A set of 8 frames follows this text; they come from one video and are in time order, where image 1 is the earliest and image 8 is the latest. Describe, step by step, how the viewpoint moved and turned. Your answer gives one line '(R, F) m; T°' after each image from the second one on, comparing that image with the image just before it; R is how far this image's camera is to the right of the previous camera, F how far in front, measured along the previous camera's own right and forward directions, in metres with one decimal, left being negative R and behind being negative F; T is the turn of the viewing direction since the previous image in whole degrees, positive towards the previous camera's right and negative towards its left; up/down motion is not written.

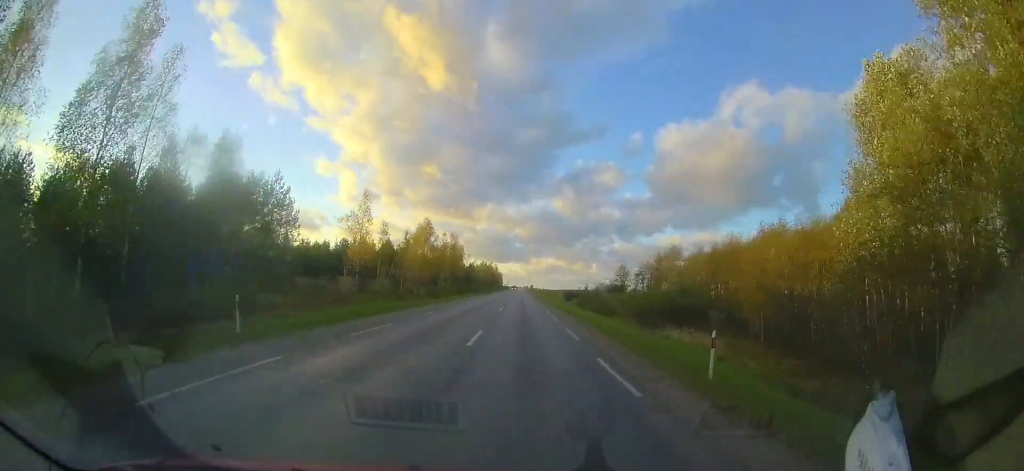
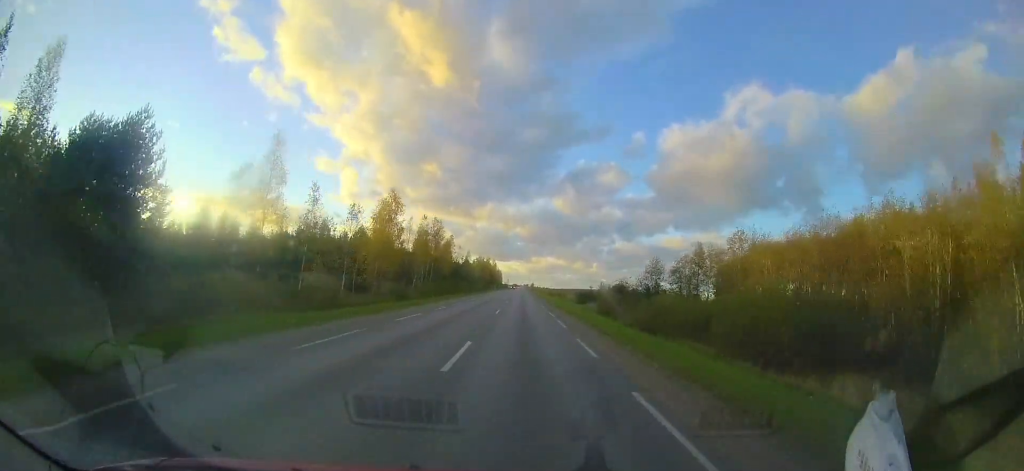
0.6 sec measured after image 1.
(+0.1, +15.4) m; 0°
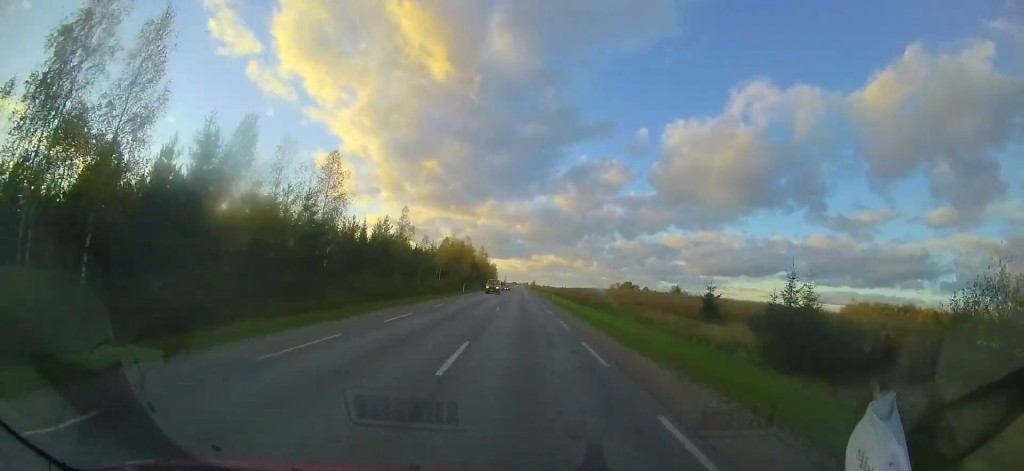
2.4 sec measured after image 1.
(+0.1, +49.0) m; 0°
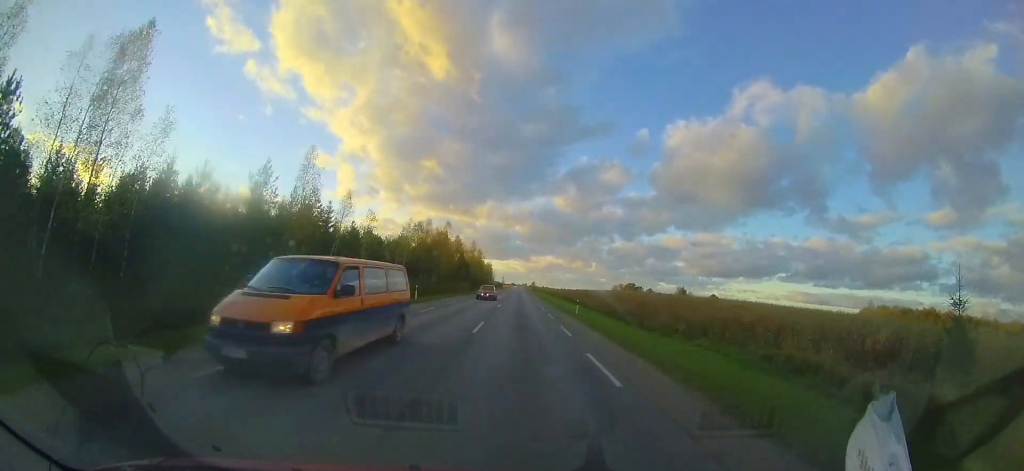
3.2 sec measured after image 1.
(-0.1, +19.4) m; 0°
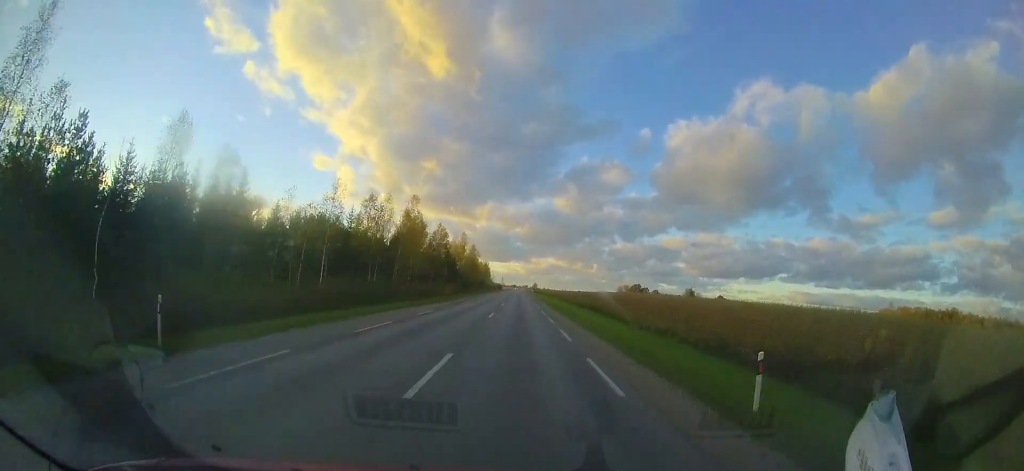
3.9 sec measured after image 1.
(+0.1, +18.9) m; 0°
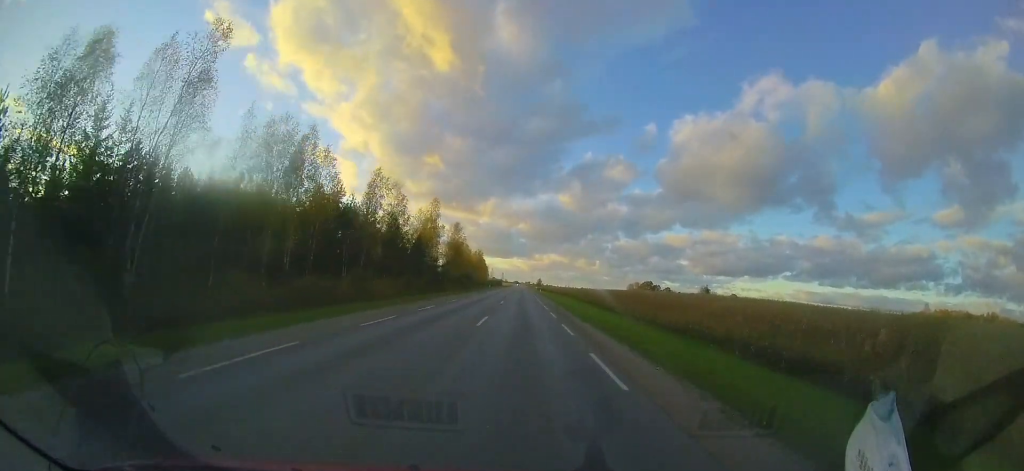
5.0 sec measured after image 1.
(-0.1, +29.9) m; 0°
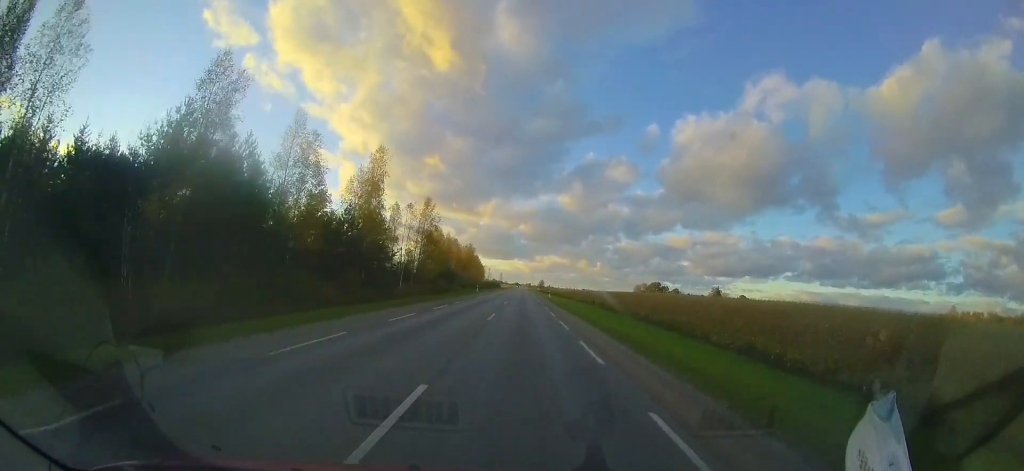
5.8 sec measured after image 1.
(0.0, +21.5) m; -1°
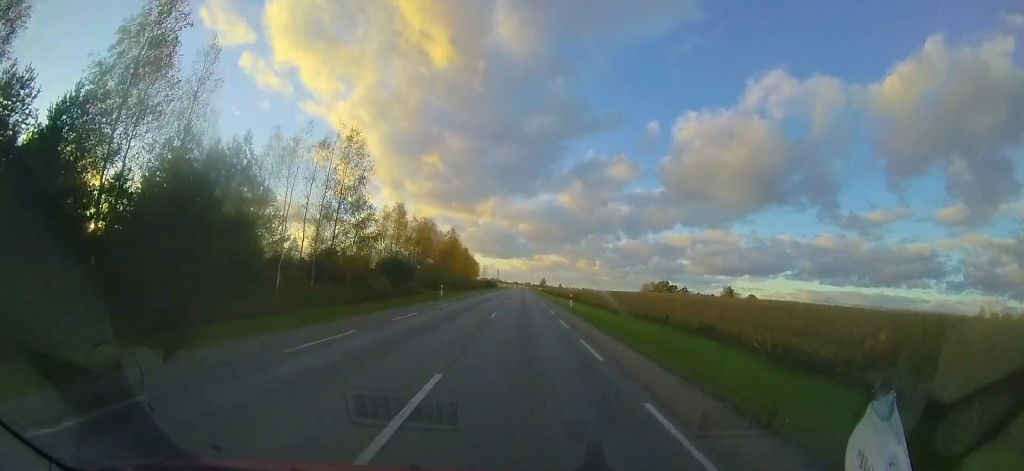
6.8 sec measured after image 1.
(-0.2, +24.1) m; 0°
